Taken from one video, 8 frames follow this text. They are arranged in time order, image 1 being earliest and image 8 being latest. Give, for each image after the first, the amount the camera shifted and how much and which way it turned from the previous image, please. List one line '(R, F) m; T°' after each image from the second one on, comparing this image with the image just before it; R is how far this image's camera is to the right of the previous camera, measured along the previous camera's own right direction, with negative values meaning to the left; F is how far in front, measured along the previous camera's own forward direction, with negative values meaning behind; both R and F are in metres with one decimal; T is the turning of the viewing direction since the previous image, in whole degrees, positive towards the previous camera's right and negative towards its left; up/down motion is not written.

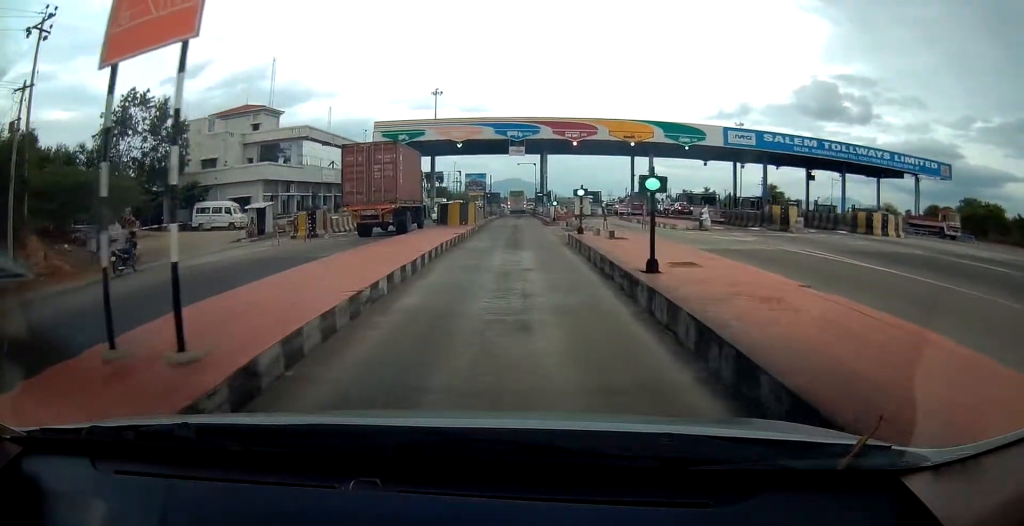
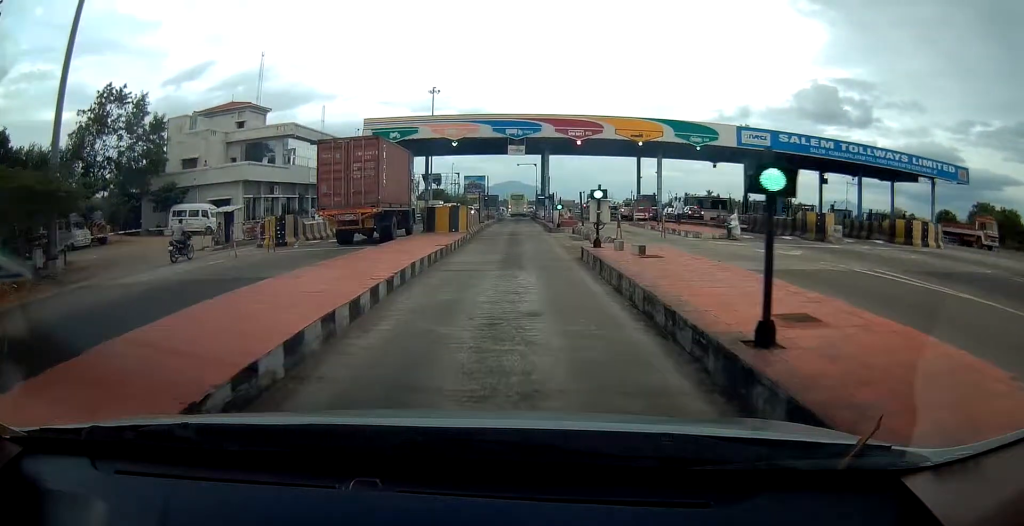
(+0.1, +3.9) m; -1°
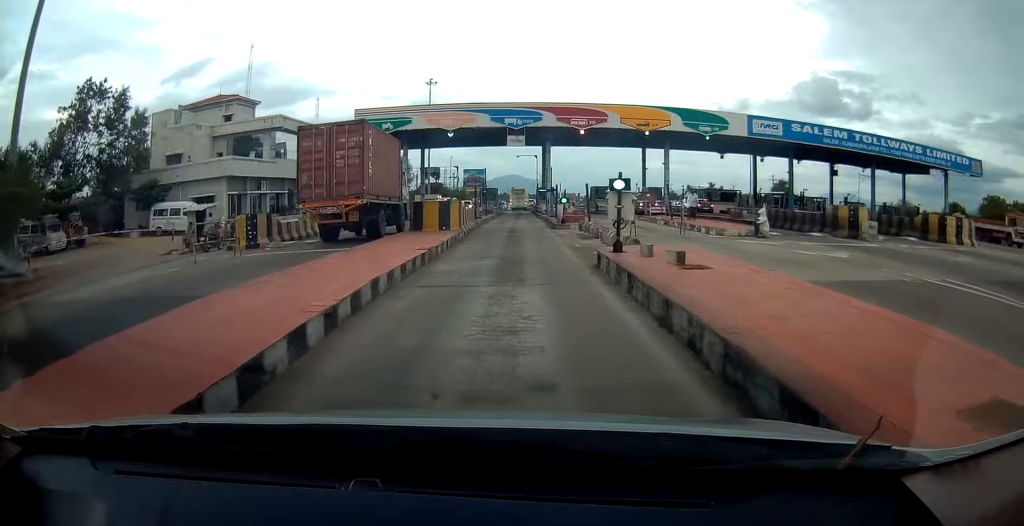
(0.0, +2.8) m; -1°
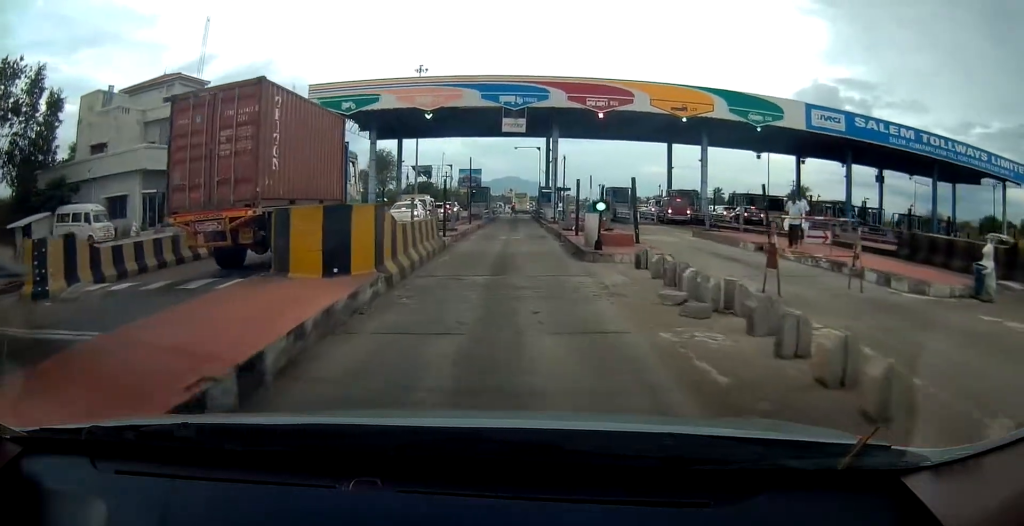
(-0.2, +11.6) m; 0°
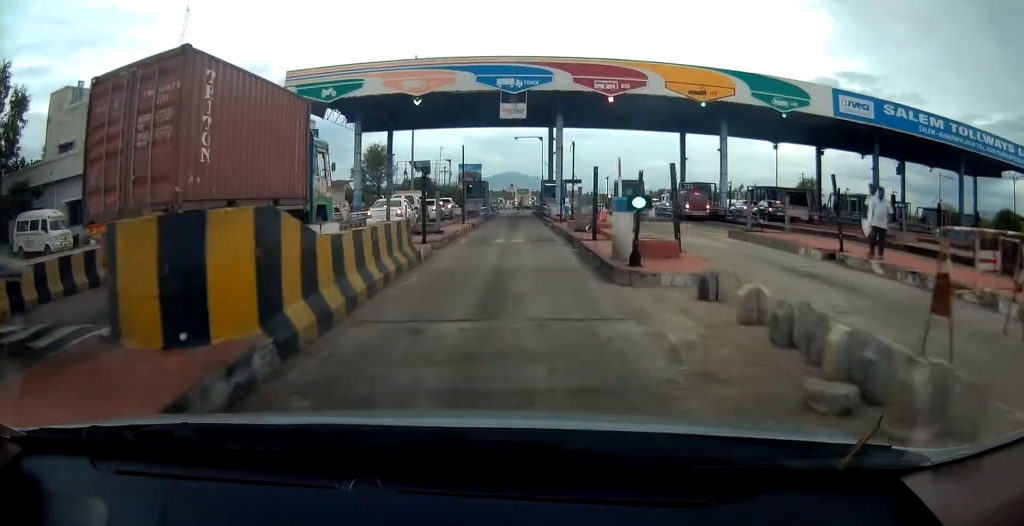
(+0.1, +4.0) m; 0°
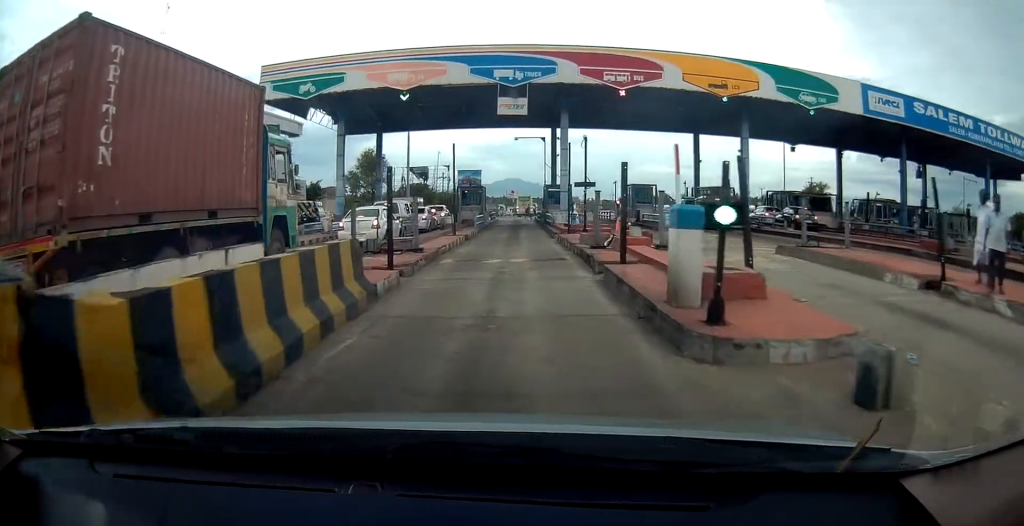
(-0.1, +3.7) m; 0°
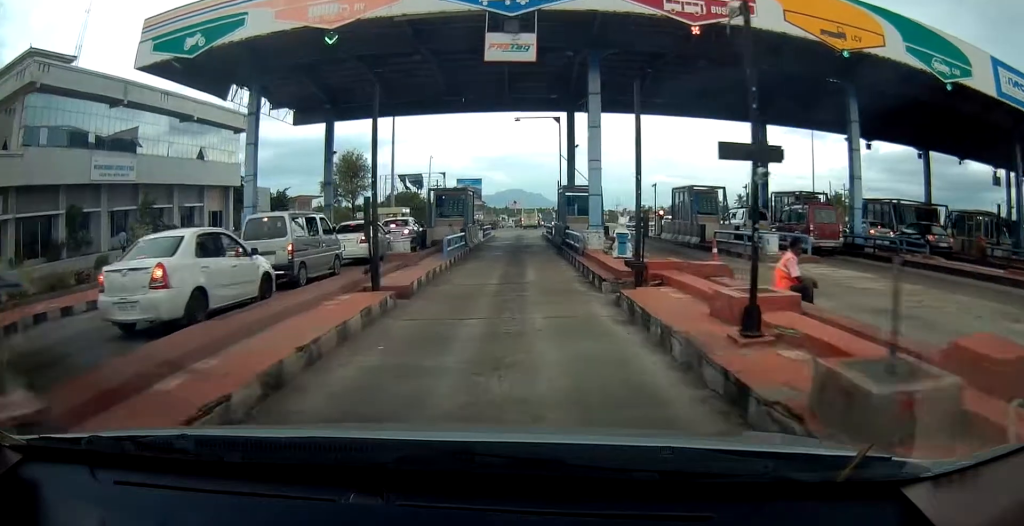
(0.0, +12.7) m; -1°
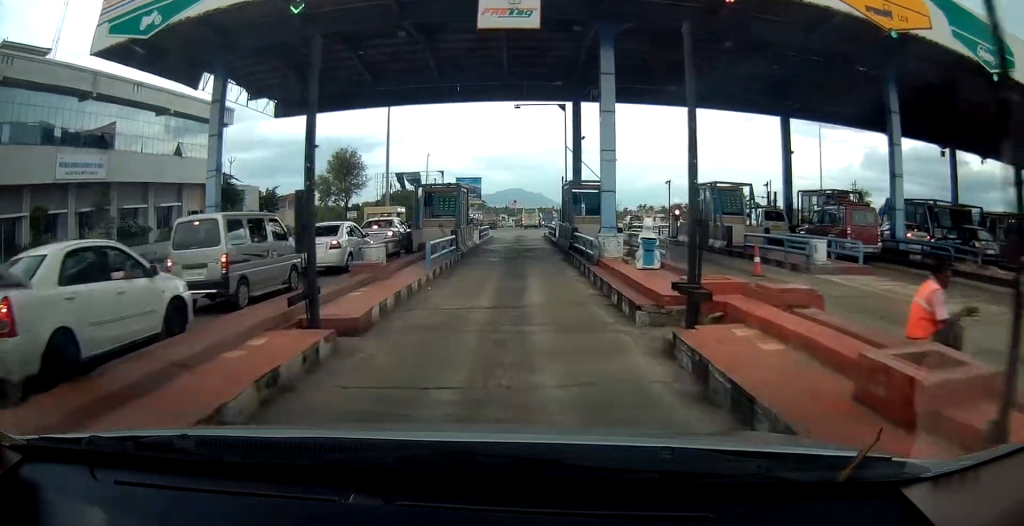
(-0.1, +3.0) m; 0°
